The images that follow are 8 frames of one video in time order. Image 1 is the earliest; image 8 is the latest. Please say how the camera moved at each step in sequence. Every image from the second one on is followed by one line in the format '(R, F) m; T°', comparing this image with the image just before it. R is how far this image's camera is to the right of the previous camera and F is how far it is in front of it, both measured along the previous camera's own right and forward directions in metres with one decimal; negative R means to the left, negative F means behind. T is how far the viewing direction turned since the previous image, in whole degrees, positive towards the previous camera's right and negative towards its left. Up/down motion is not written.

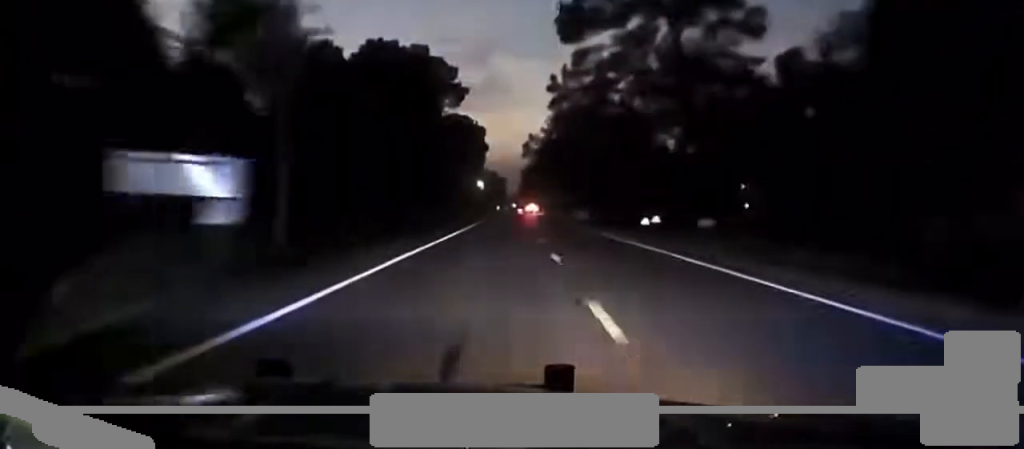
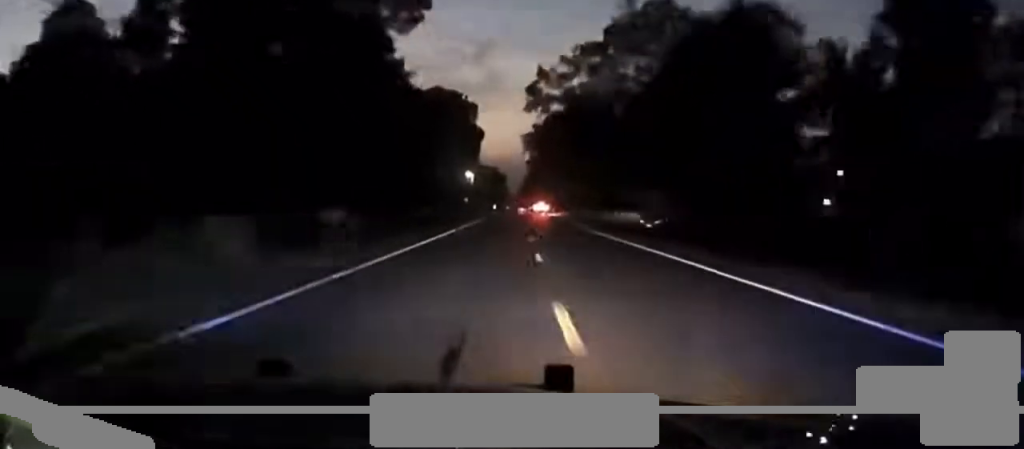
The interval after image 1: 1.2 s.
(+0.1, +63.4) m; 0°
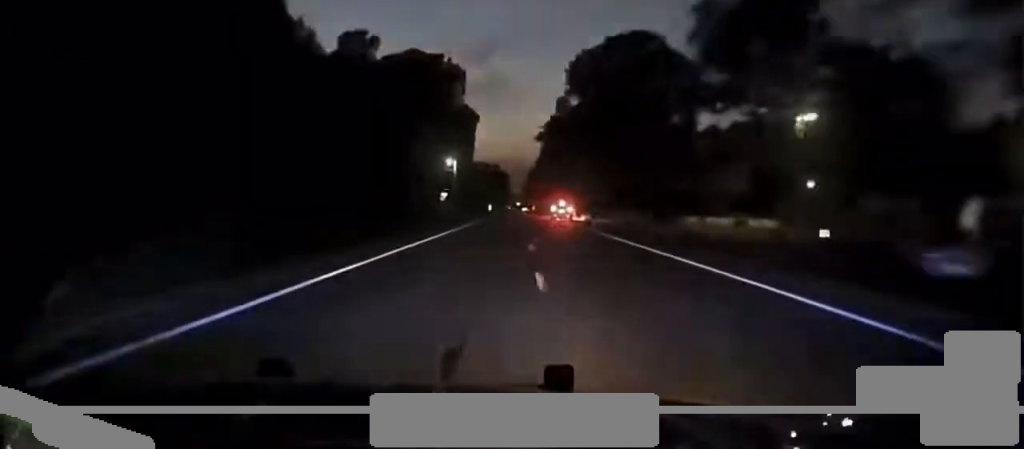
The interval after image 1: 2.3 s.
(-0.2, +55.2) m; 0°
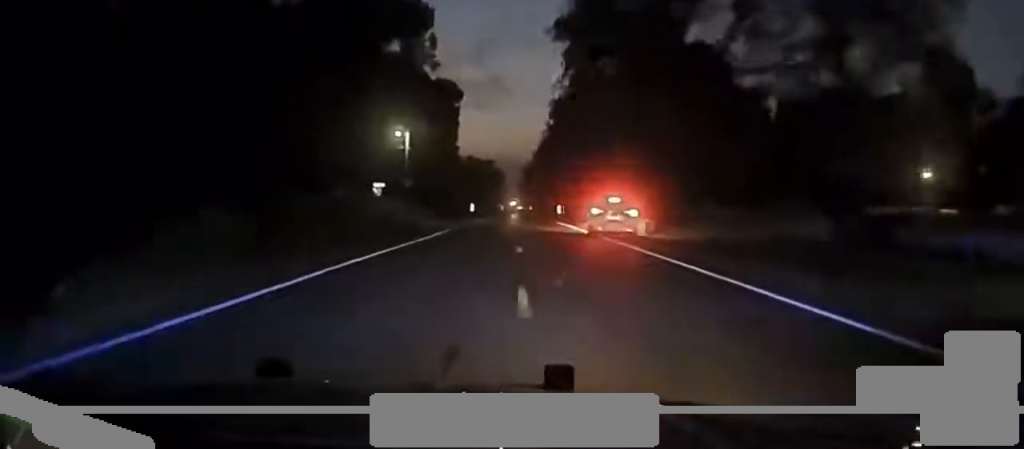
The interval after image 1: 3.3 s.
(-0.1, +48.6) m; 0°
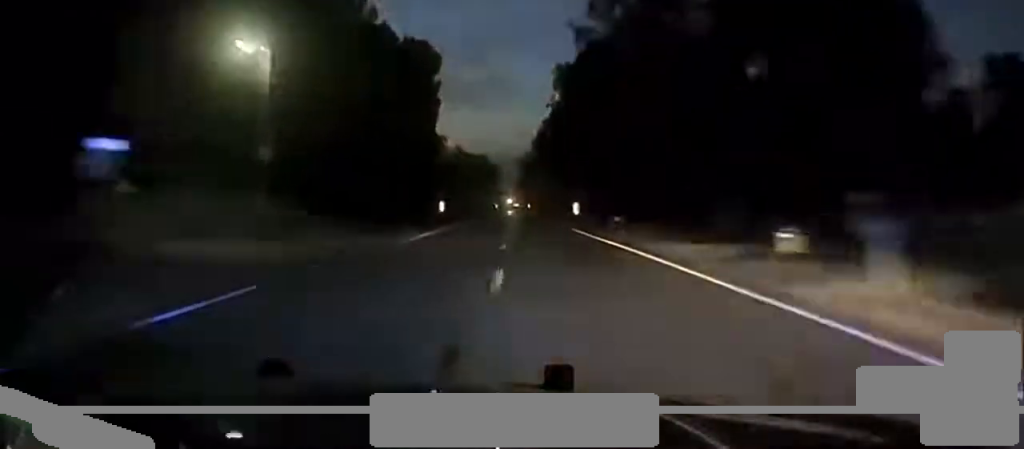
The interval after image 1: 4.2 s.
(+0.2, +40.1) m; 0°
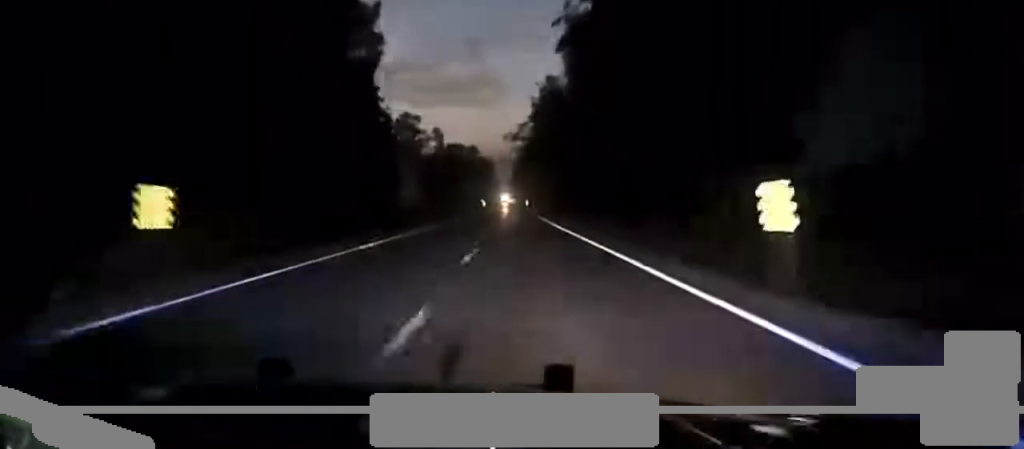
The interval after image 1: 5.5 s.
(+0.2, +58.6) m; 0°
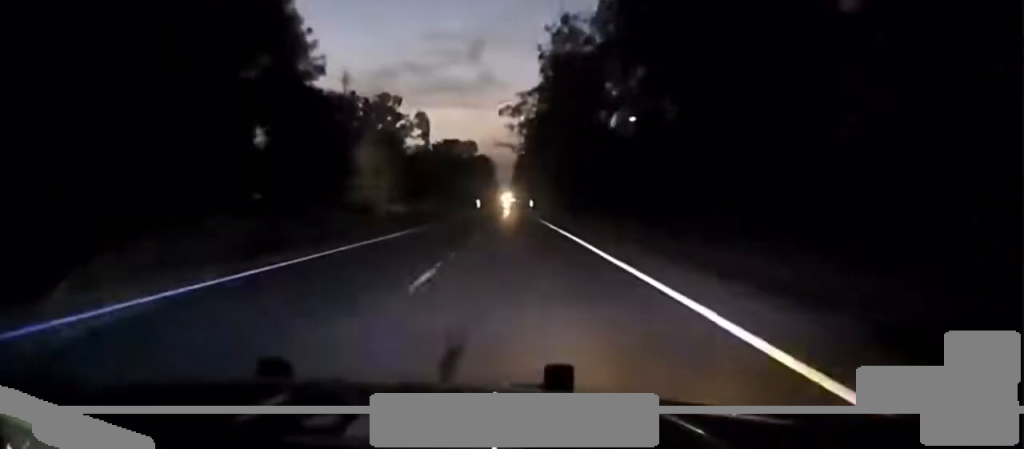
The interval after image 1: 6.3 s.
(-0.1, +43.3) m; 0°
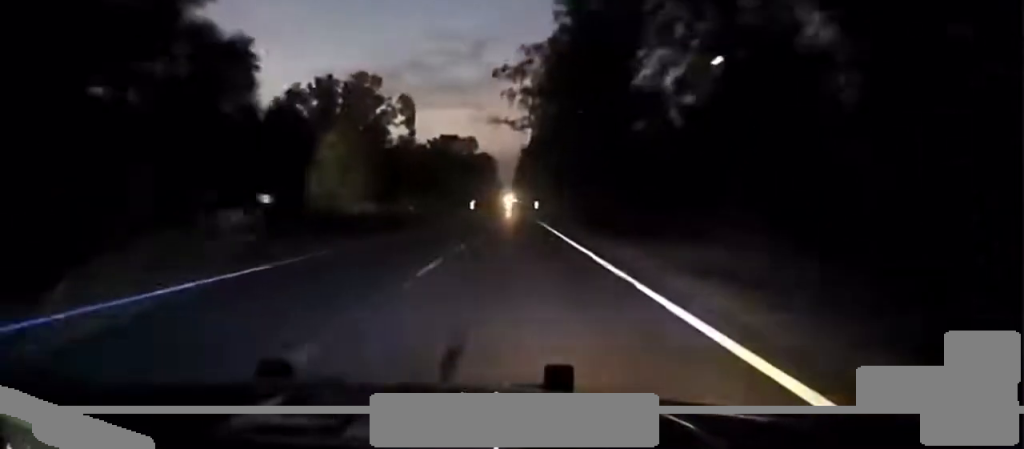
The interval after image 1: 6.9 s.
(-0.1, +35.7) m; 0°
